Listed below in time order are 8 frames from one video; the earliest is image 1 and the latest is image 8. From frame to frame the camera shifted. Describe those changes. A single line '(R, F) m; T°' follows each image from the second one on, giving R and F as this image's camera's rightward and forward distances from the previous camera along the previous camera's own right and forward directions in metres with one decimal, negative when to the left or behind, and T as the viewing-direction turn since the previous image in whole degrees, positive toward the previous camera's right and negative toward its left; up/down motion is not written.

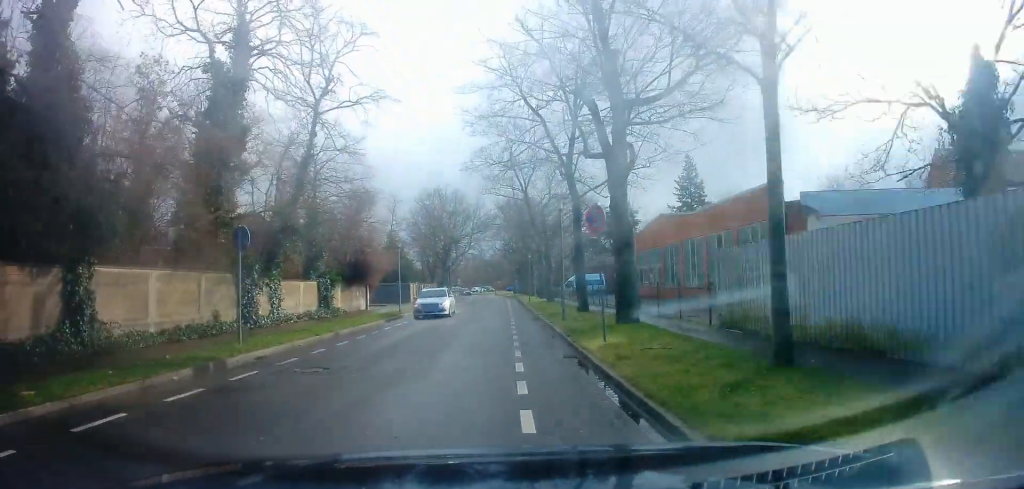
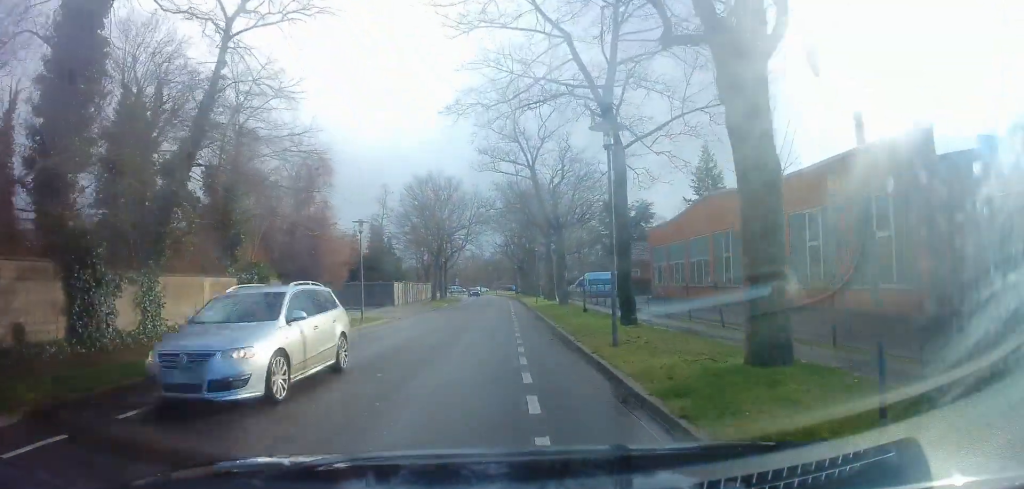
(-0.2, +9.4) m; 0°
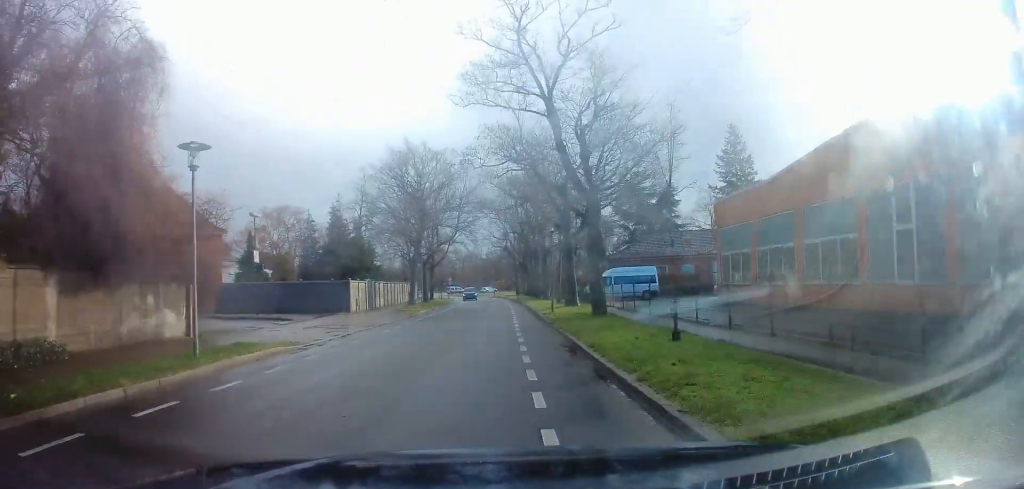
(-0.1, +14.0) m; -5°
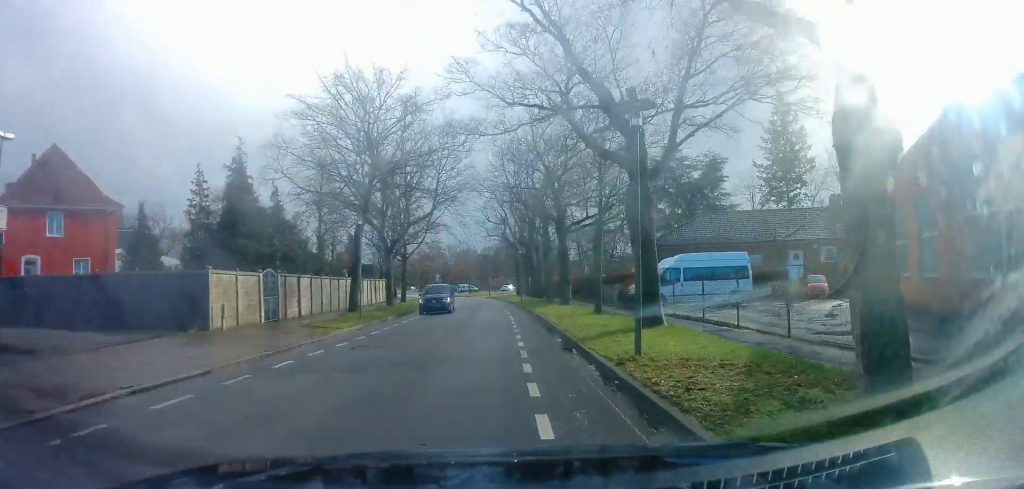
(-0.4, +17.5) m; +3°
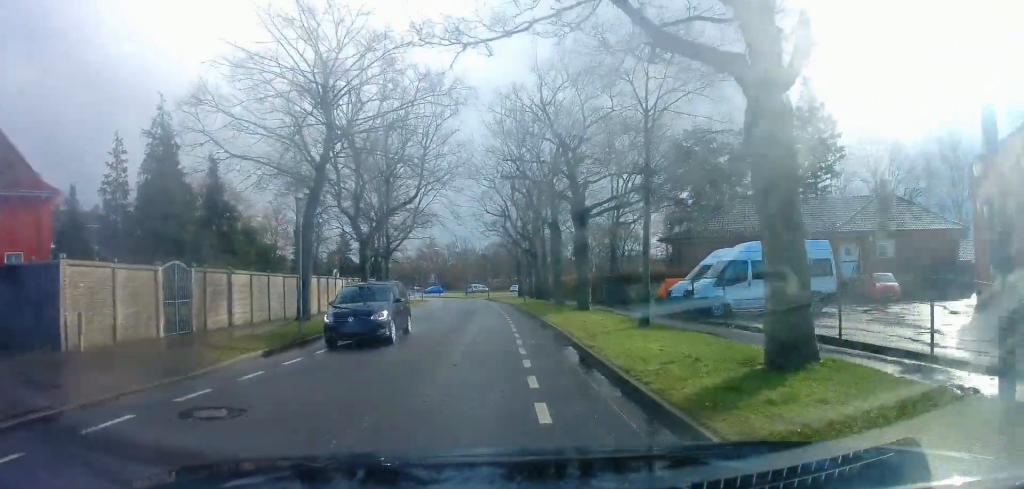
(+0.2, +7.5) m; +2°
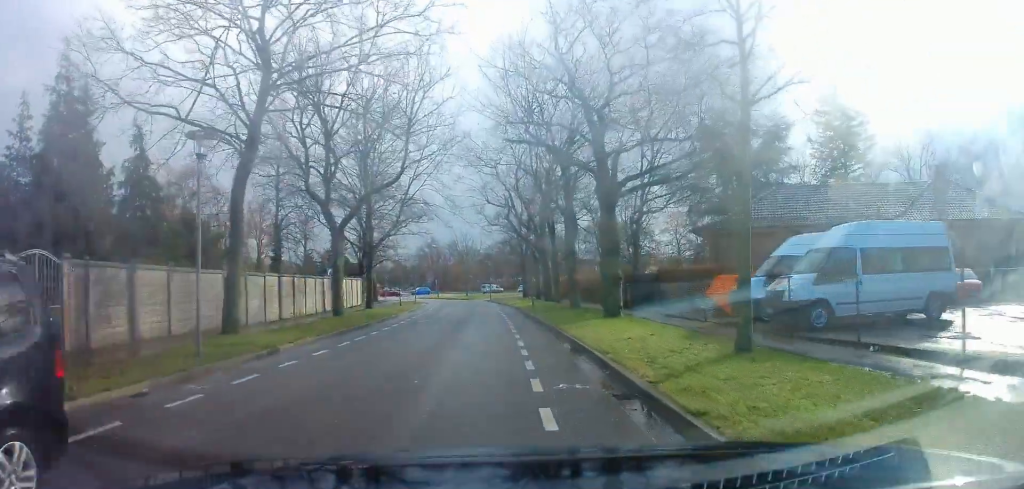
(+0.1, +6.4) m; +1°
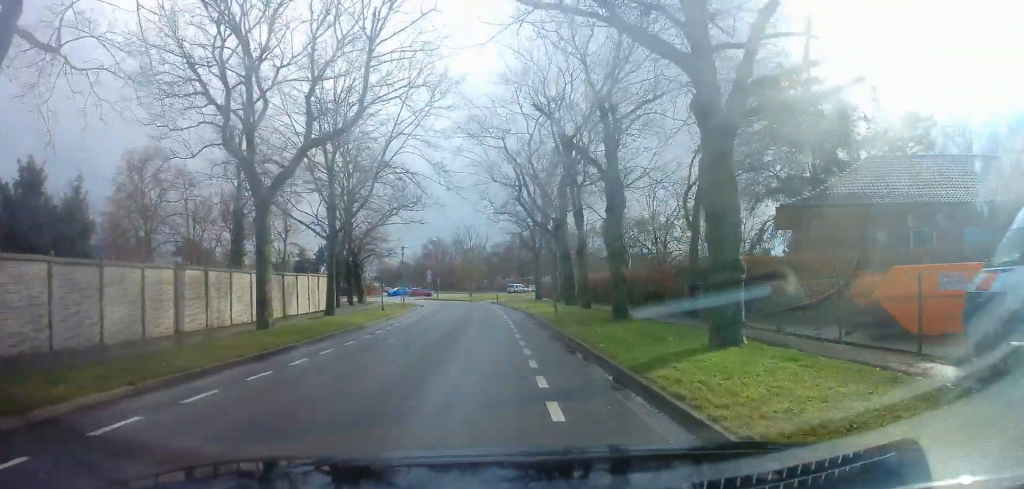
(0.0, +9.8) m; 0°
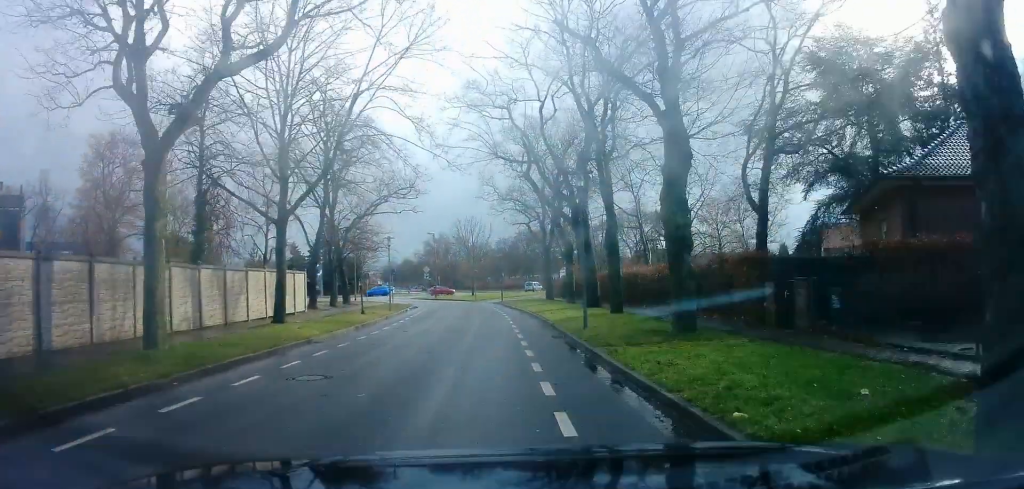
(0.0, +6.7) m; -1°
